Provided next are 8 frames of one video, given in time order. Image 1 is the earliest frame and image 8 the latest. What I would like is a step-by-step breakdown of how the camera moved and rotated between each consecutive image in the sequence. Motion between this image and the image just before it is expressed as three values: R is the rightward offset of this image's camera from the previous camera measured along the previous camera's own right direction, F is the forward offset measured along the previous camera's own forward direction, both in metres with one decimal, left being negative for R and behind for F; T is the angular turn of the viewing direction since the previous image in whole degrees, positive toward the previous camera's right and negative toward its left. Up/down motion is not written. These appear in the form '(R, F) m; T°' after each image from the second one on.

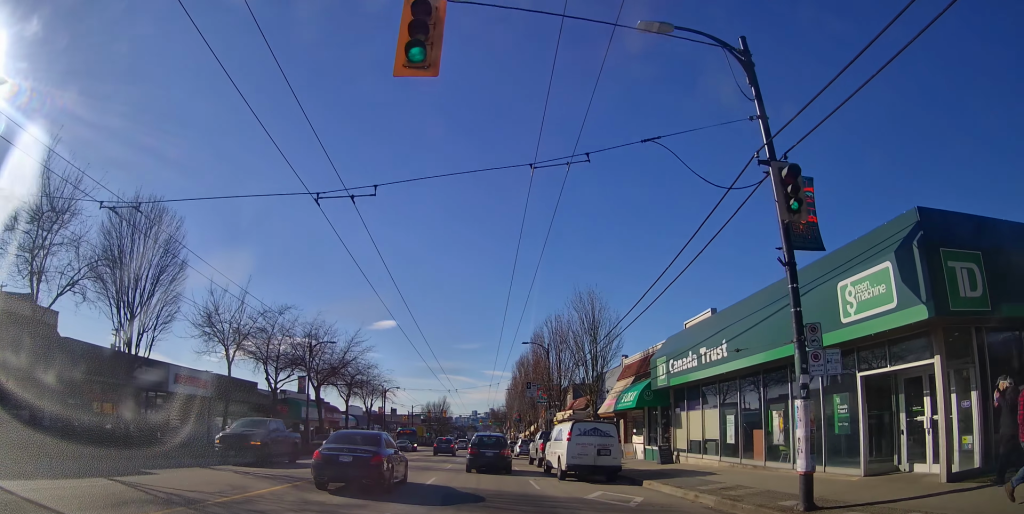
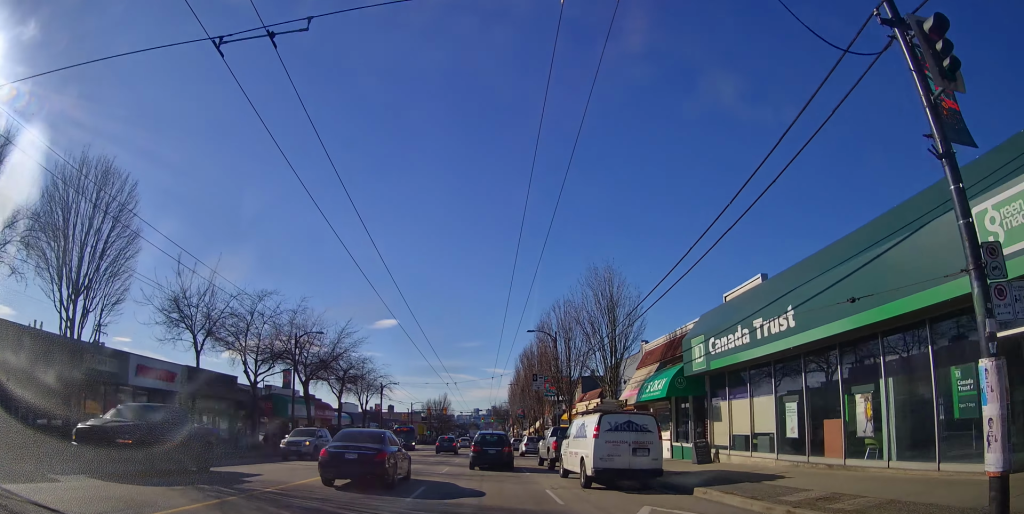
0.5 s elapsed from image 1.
(0.0, +4.1) m; 0°
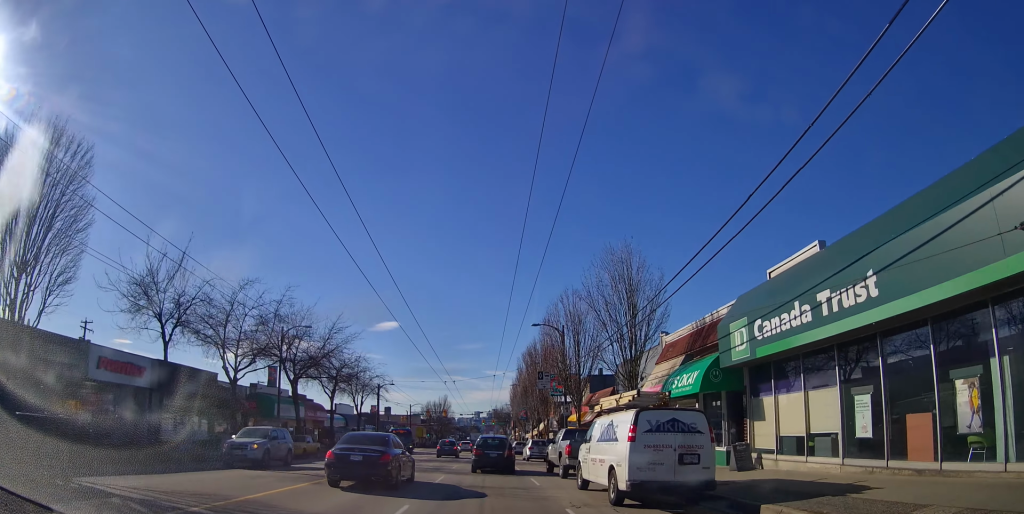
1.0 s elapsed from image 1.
(0.0, +3.4) m; 0°
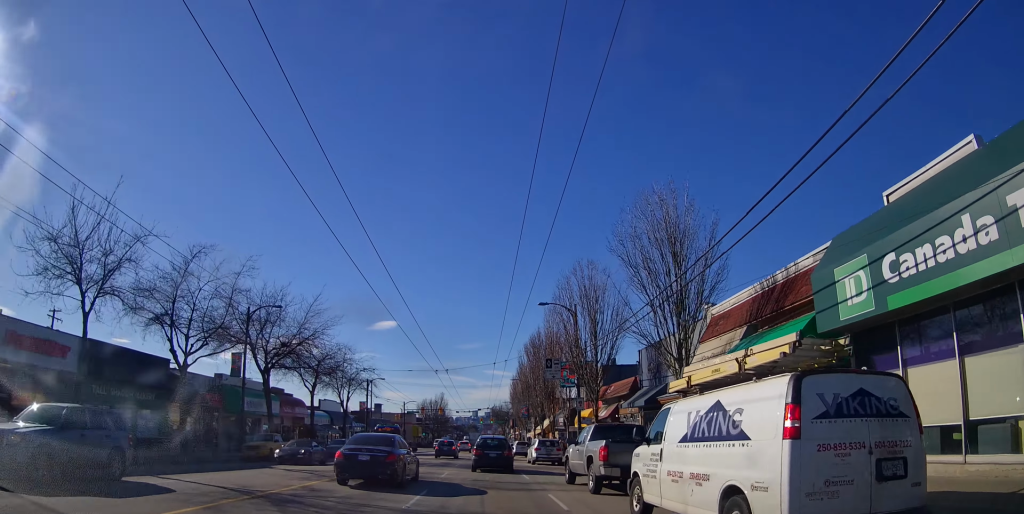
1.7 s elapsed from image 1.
(0.0, +6.0) m; 0°
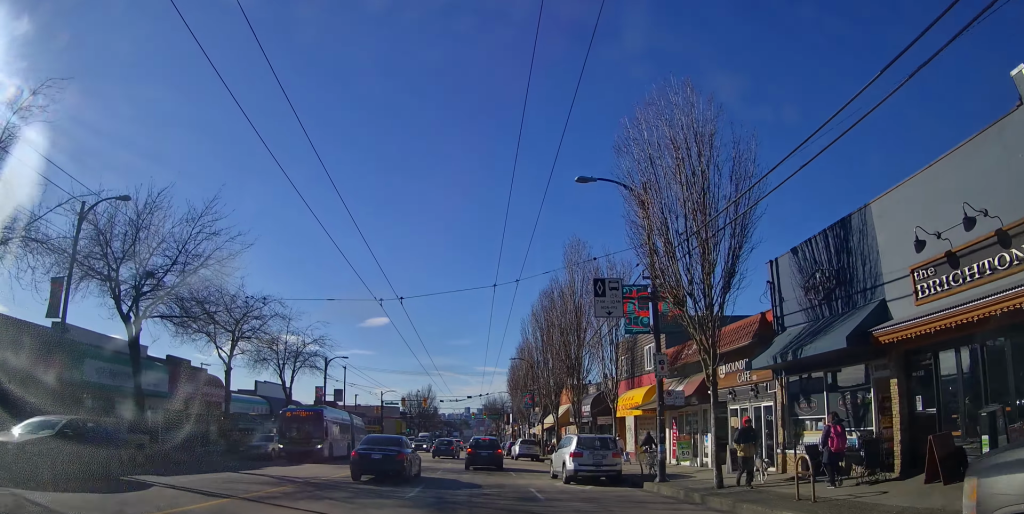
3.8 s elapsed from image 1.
(0.0, +16.1) m; 0°
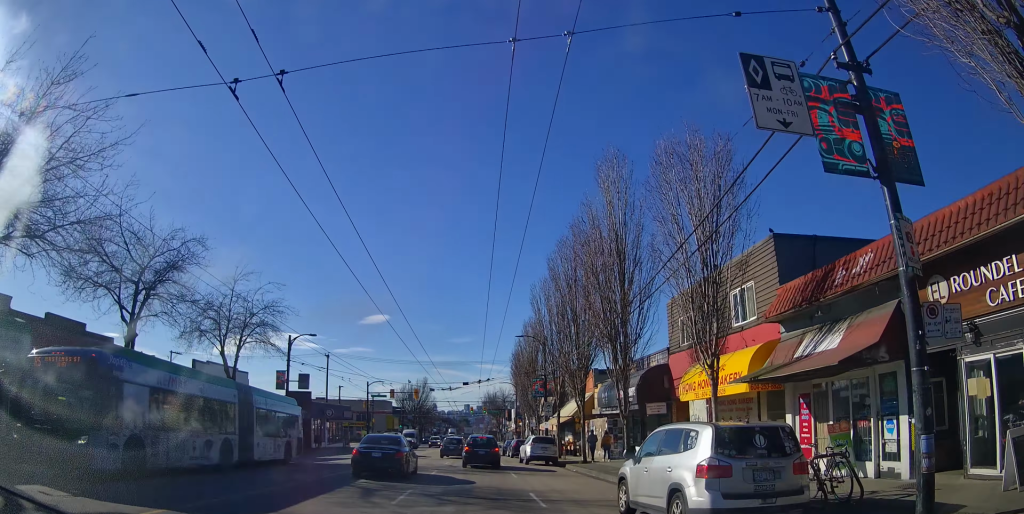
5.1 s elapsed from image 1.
(0.0, +10.5) m; +4°
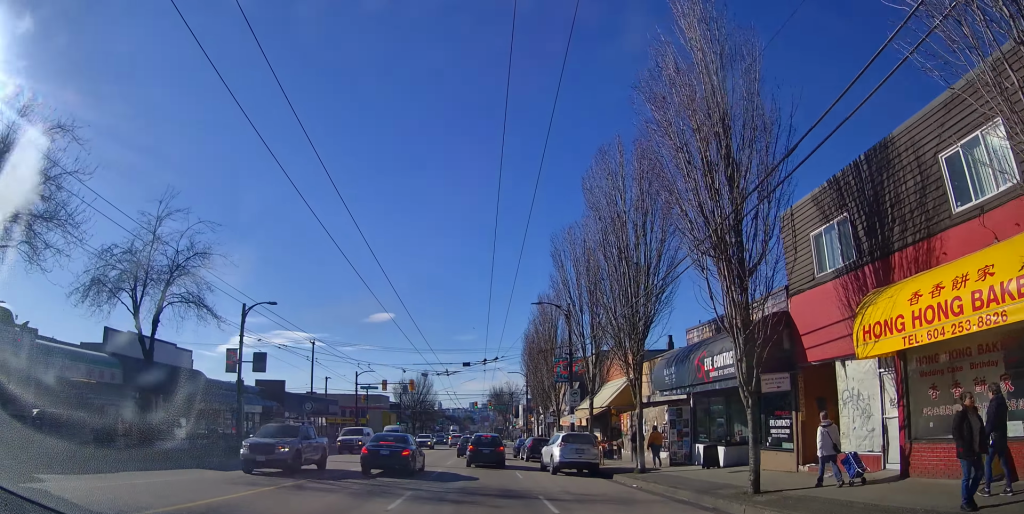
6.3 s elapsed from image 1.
(+0.5, +10.2) m; 0°
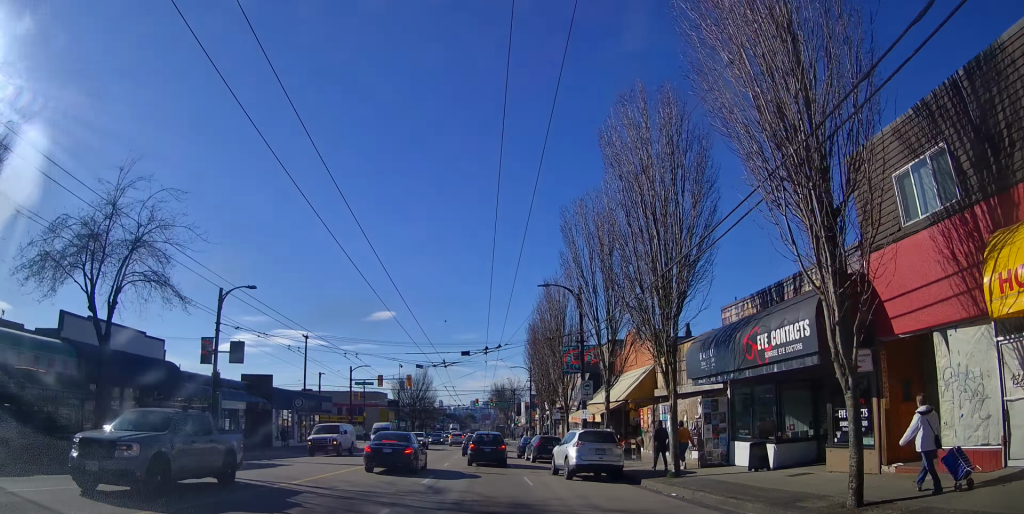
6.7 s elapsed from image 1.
(-0.2, +3.7) m; -2°
